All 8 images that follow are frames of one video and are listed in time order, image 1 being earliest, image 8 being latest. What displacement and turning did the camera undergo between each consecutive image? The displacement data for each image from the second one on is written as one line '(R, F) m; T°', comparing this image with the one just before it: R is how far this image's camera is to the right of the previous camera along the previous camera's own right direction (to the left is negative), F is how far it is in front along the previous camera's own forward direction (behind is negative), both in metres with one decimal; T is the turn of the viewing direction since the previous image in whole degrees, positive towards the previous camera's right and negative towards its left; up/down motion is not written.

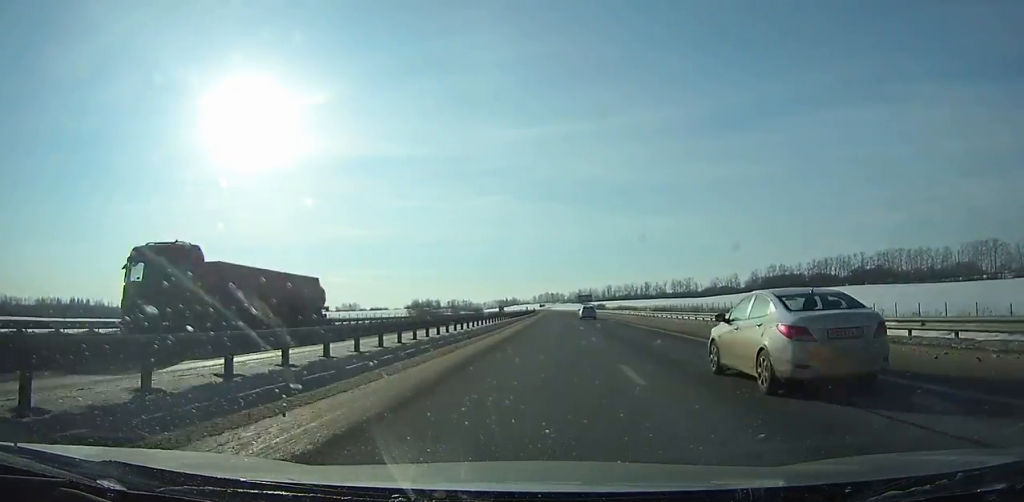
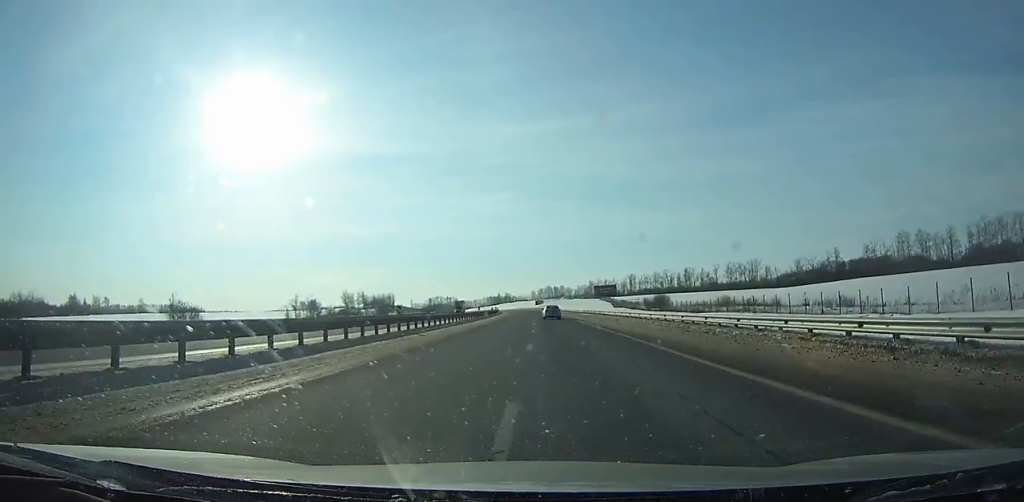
(-0.5, +168.5) m; -2°
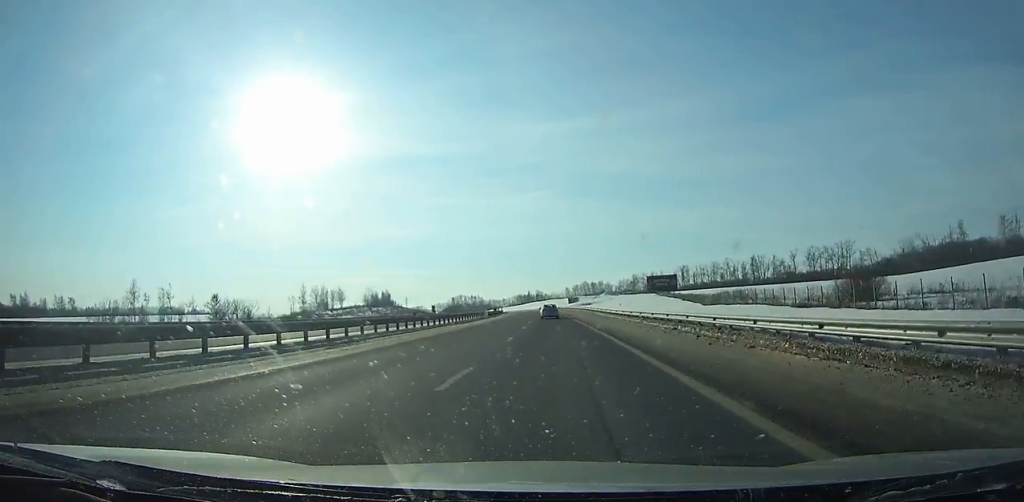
(-1.8, +79.4) m; -3°
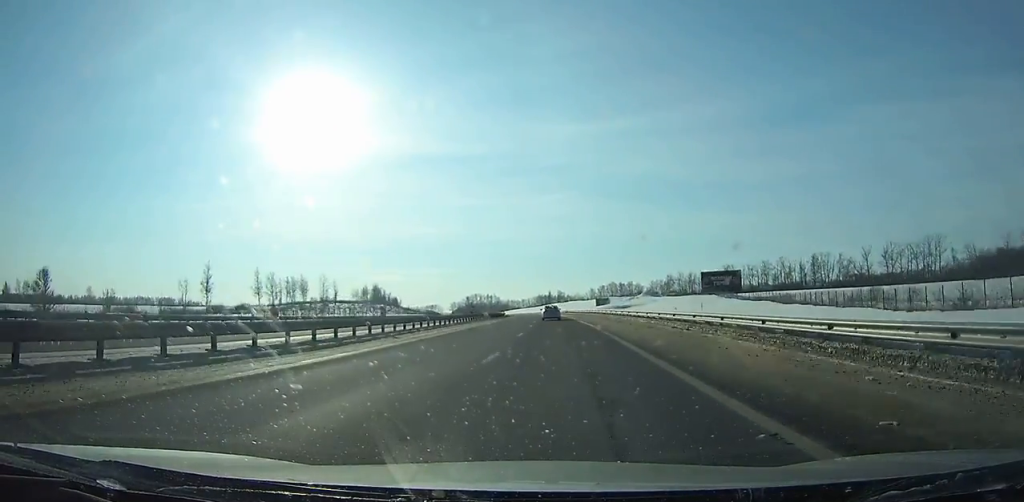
(-0.6, +53.8) m; -2°
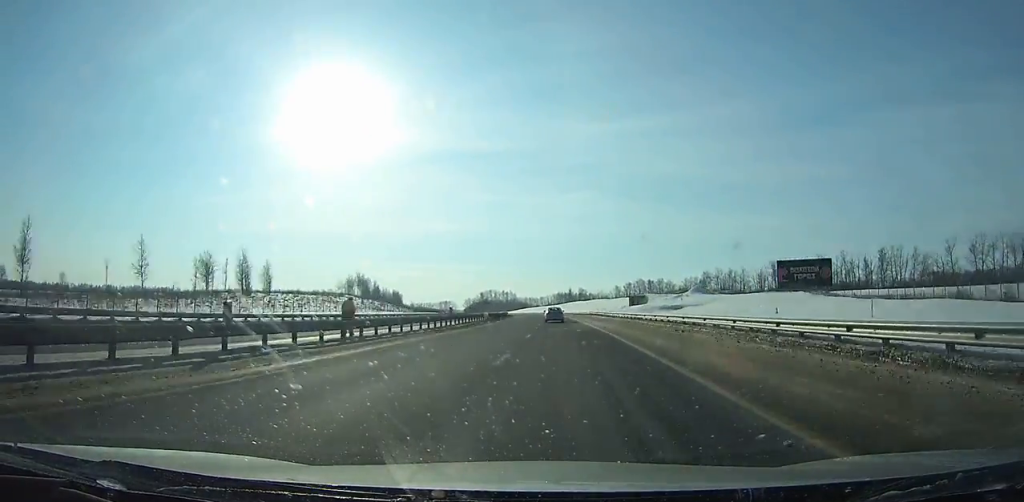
(-1.1, +47.2) m; -2°
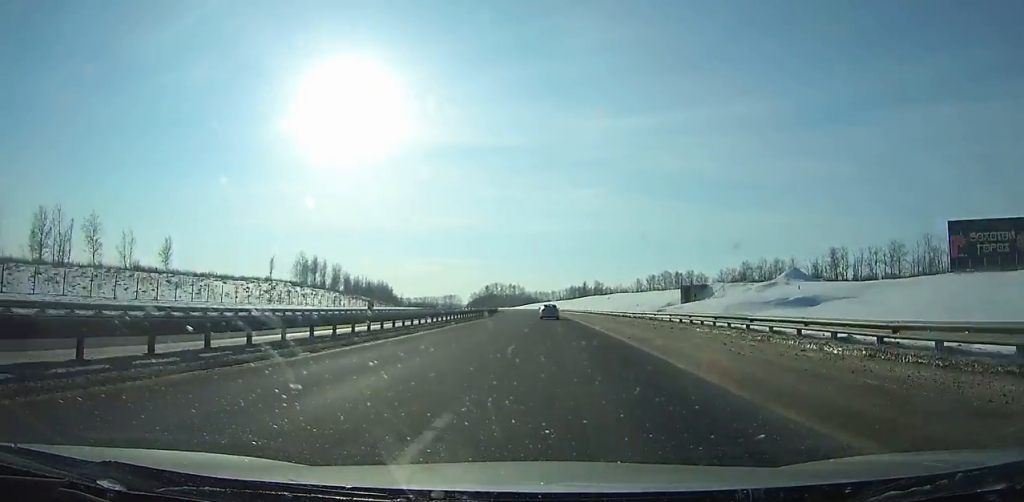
(-0.8, +56.3) m; -2°
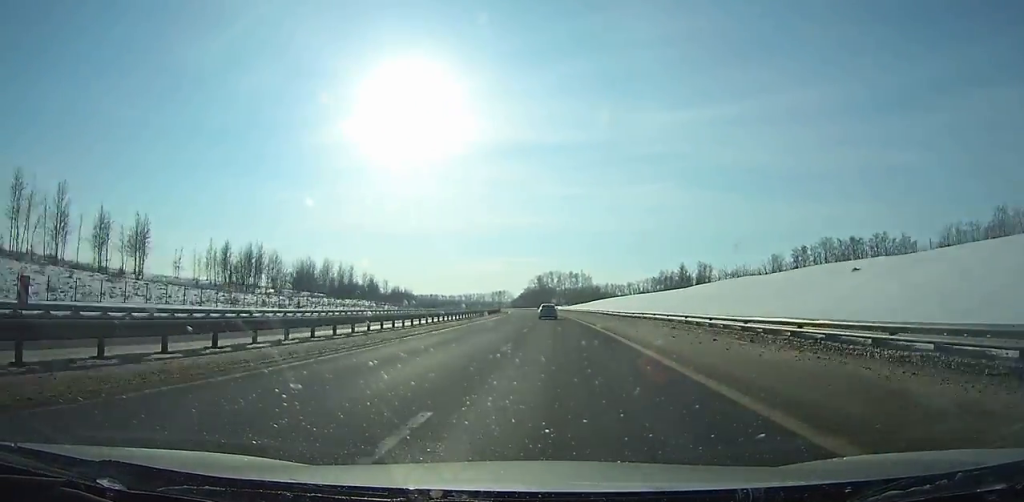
(-7.6, +154.8) m; -6°
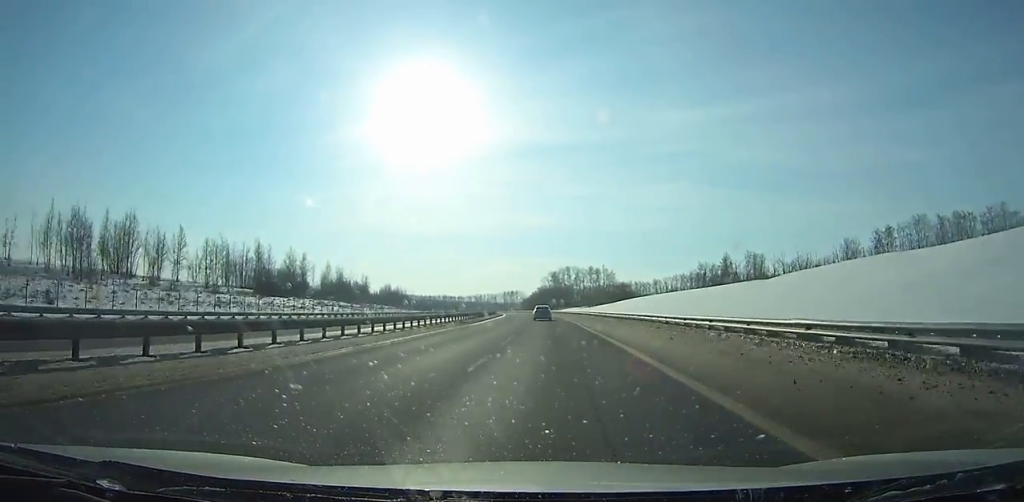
(-1.5, +52.4) m; -2°
